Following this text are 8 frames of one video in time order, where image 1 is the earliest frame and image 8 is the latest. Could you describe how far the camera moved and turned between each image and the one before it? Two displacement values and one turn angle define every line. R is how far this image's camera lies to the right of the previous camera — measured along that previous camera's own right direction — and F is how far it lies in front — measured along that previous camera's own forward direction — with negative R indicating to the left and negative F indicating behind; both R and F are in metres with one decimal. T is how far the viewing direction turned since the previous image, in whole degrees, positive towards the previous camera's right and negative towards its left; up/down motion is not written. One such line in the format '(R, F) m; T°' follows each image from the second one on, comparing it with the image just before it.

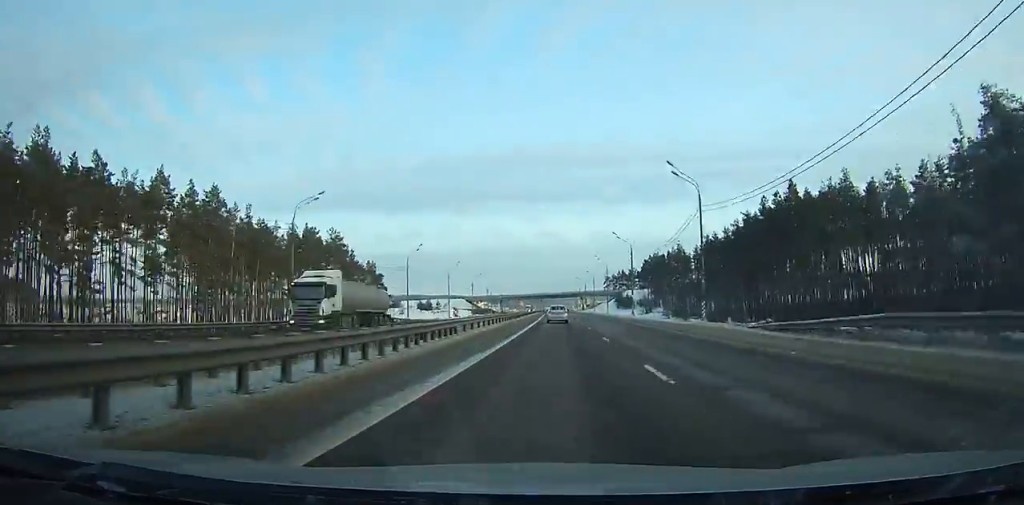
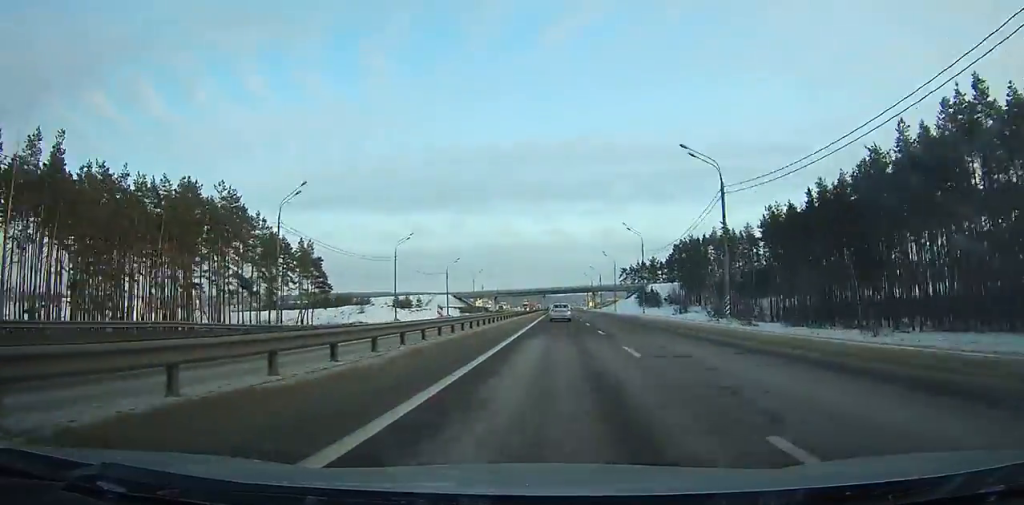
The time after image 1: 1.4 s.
(-0.2, +41.5) m; 0°
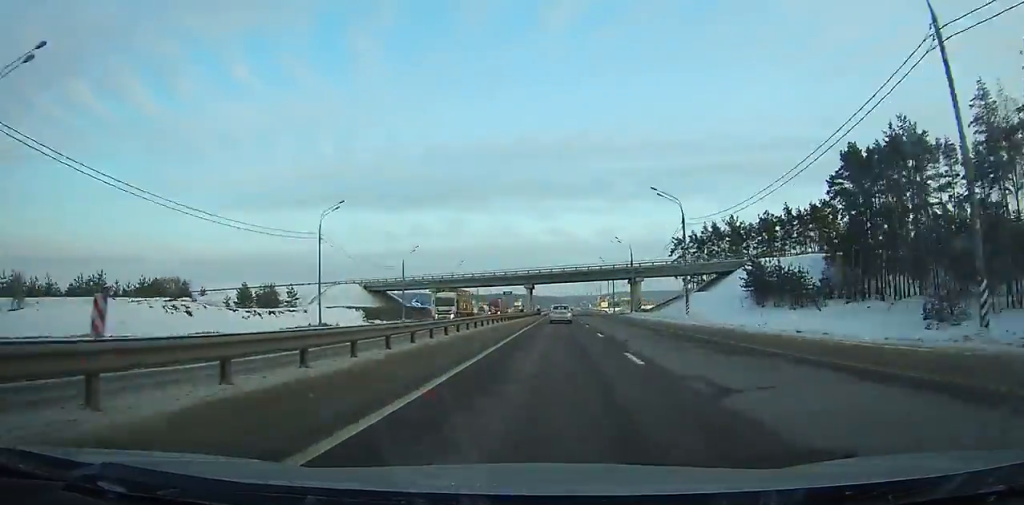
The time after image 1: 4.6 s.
(-0.2, +94.5) m; 0°
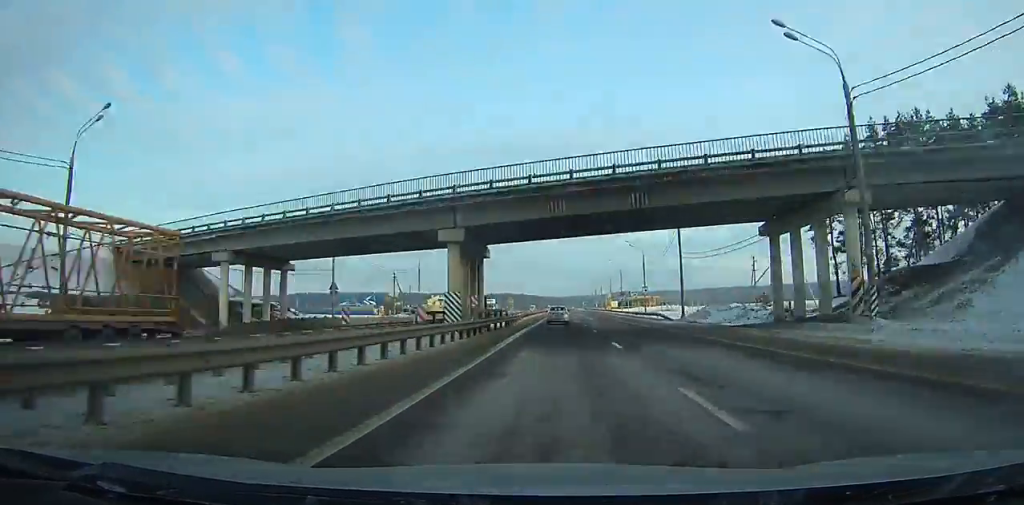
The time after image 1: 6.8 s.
(0.0, +64.6) m; 0°
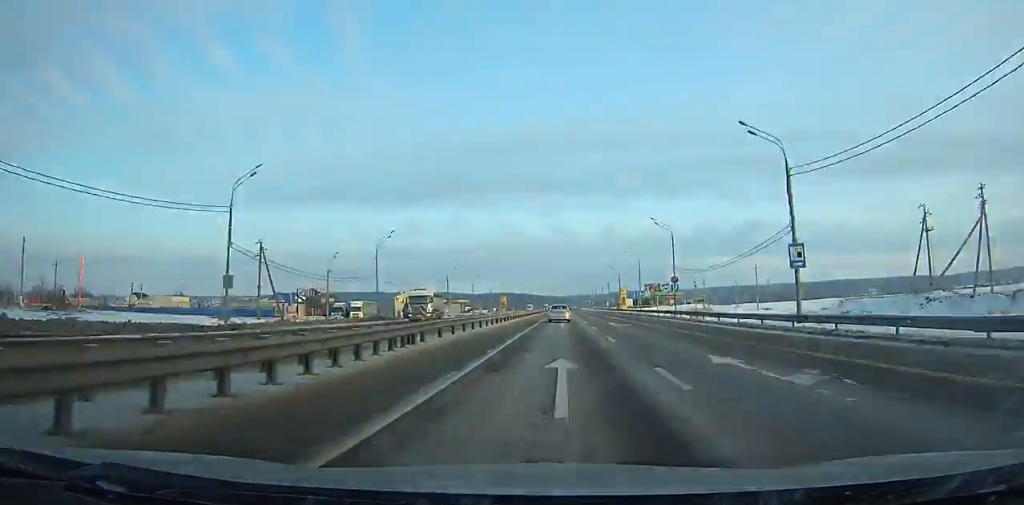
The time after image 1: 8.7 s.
(-0.3, +55.5) m; 0°
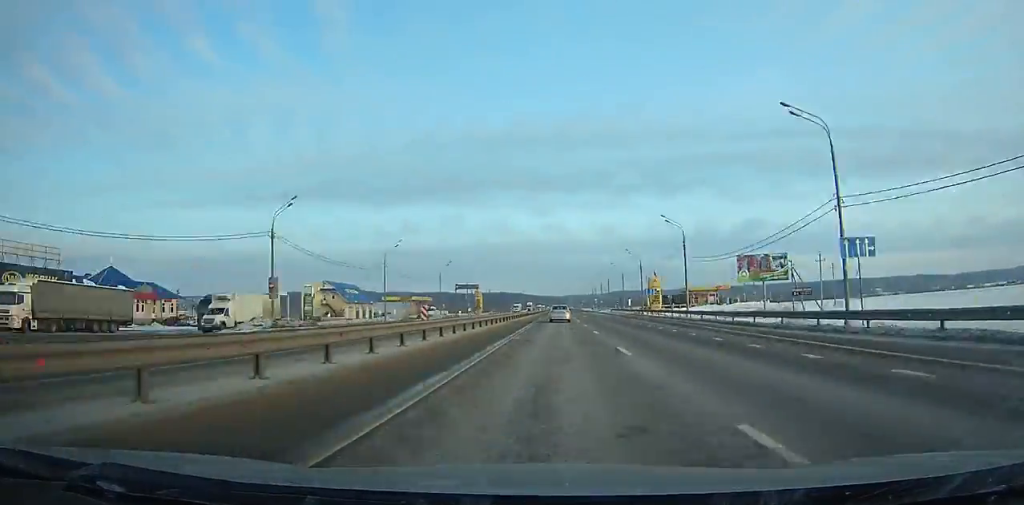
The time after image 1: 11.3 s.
(-0.1, +75.8) m; 0°
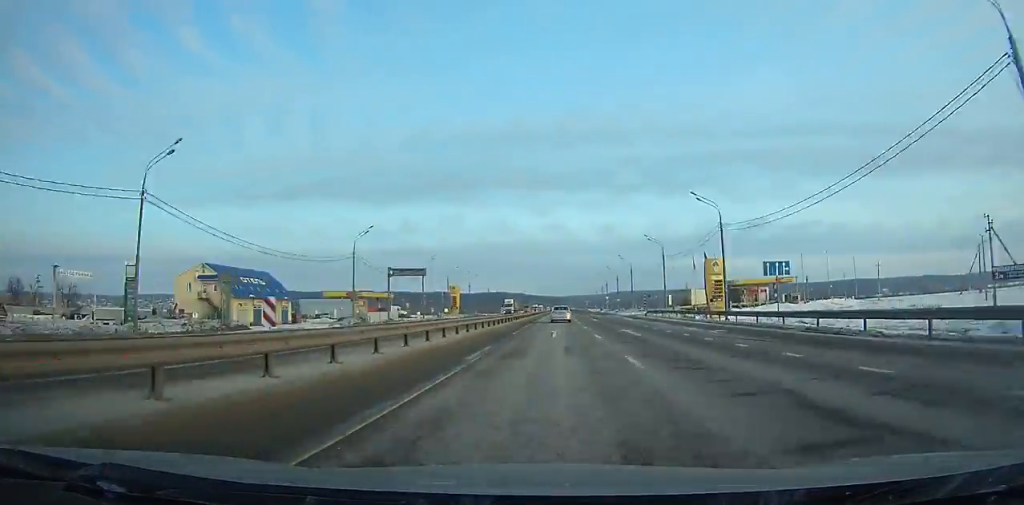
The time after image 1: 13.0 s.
(+0.1, +49.6) m; 0°
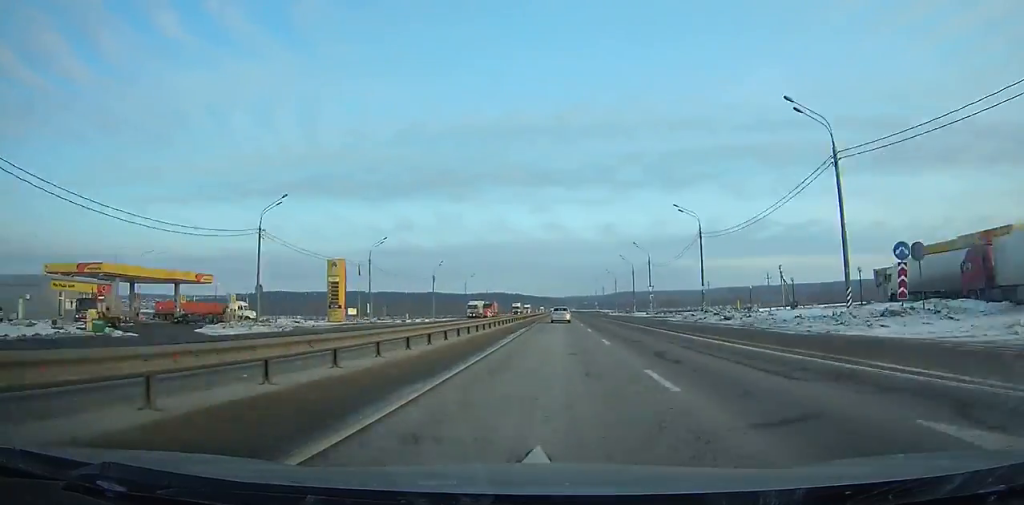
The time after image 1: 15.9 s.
(+0.2, +84.7) m; 0°
